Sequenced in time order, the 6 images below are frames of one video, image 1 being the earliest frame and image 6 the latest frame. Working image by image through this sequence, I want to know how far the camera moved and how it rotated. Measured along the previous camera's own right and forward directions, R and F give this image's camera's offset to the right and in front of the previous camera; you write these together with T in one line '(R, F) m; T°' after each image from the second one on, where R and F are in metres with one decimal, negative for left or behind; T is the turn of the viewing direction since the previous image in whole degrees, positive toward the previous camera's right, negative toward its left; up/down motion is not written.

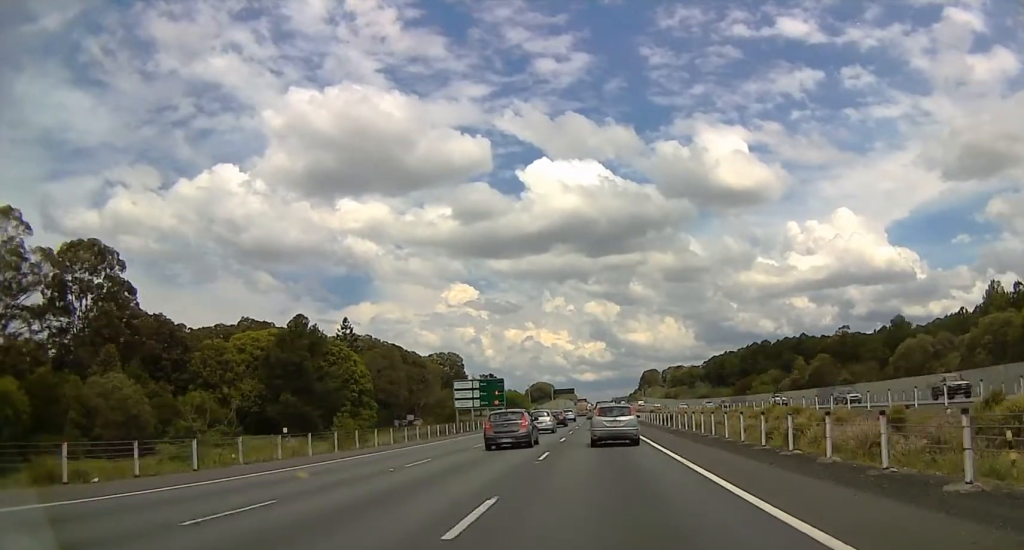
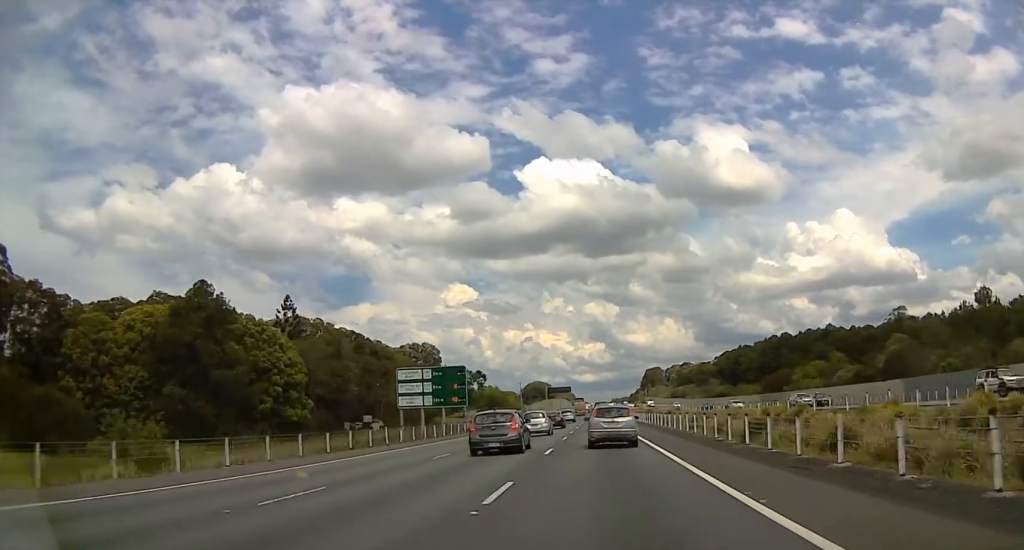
(-0.1, +33.3) m; 0°
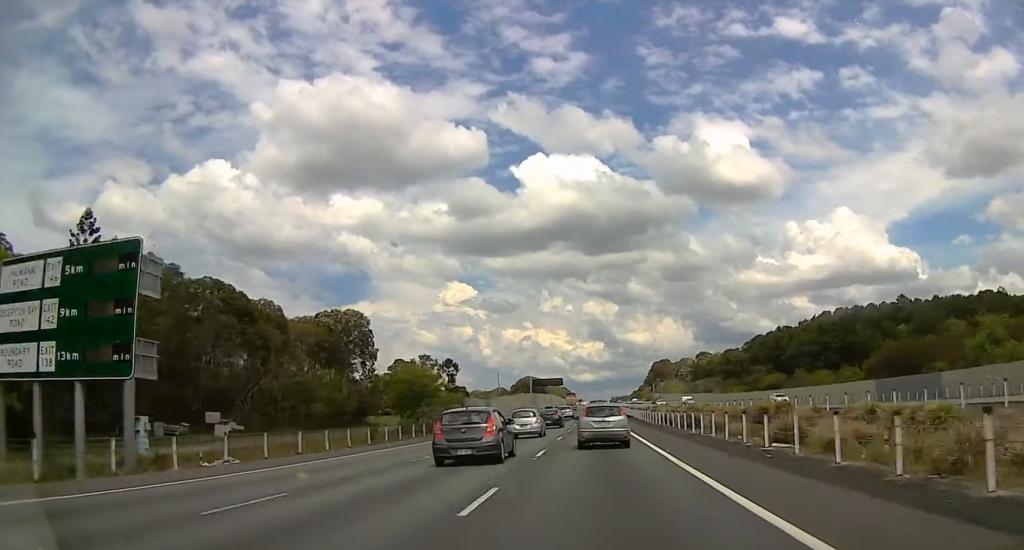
(-0.1, +60.6) m; 0°
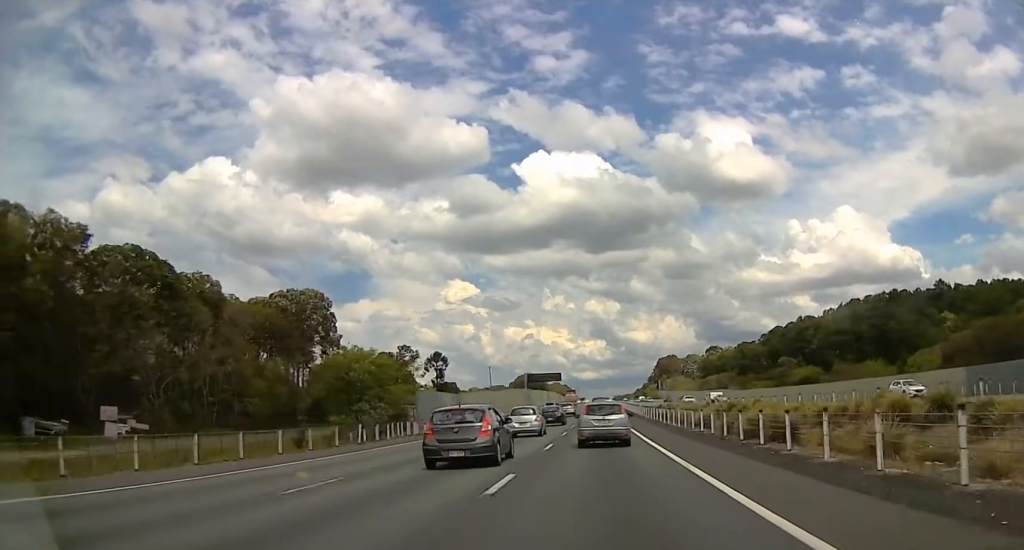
(+0.1, +21.2) m; 0°
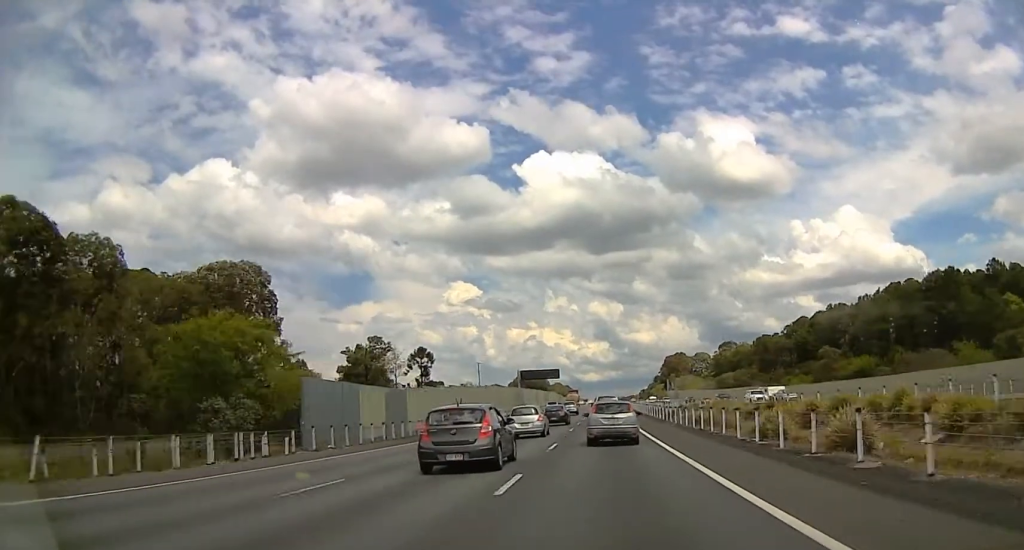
(+0.4, +23.9) m; 0°
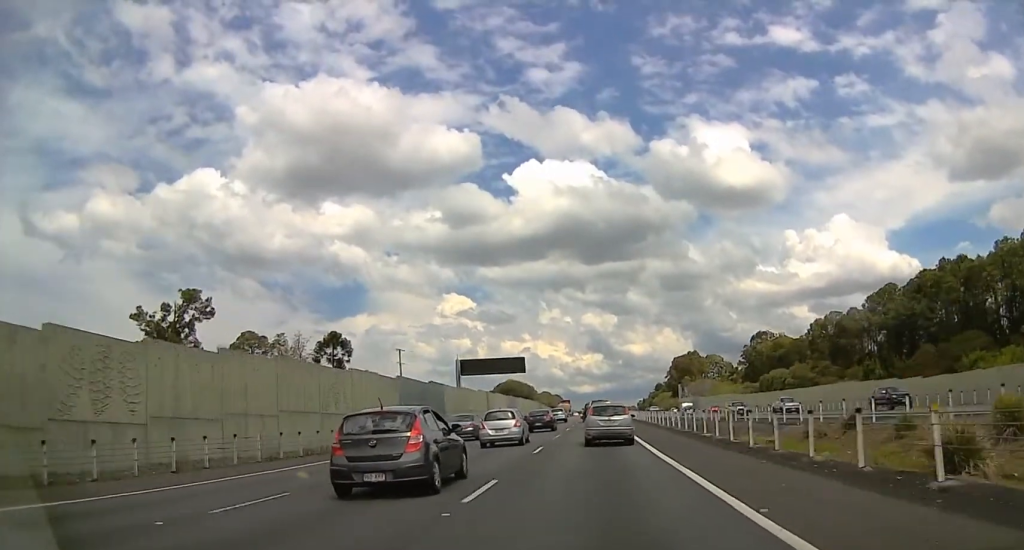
(-0.2, +64.9) m; 0°
